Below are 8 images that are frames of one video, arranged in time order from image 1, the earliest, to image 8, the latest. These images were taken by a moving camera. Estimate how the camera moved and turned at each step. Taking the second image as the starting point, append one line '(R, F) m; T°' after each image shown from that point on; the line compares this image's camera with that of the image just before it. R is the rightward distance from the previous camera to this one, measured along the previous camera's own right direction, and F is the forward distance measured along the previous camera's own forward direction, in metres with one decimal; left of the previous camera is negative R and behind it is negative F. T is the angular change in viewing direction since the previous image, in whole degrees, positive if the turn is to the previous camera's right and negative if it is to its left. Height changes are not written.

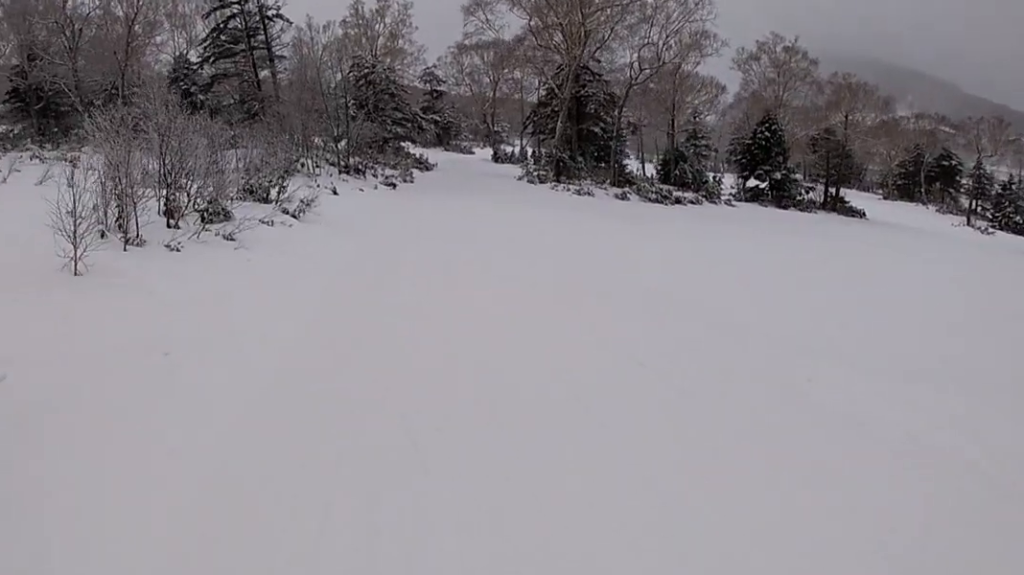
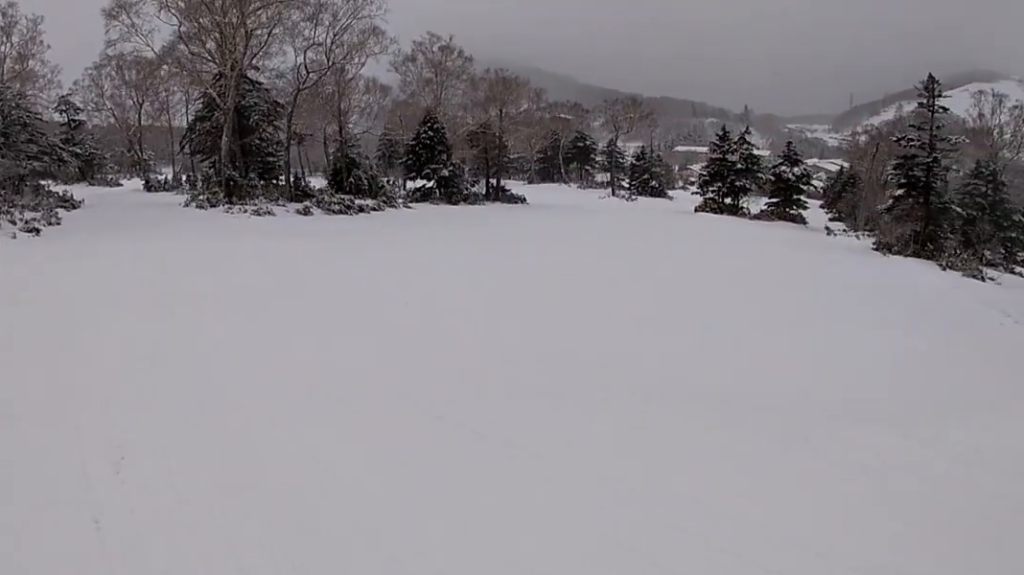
(+2.1, +5.6) m; +28°
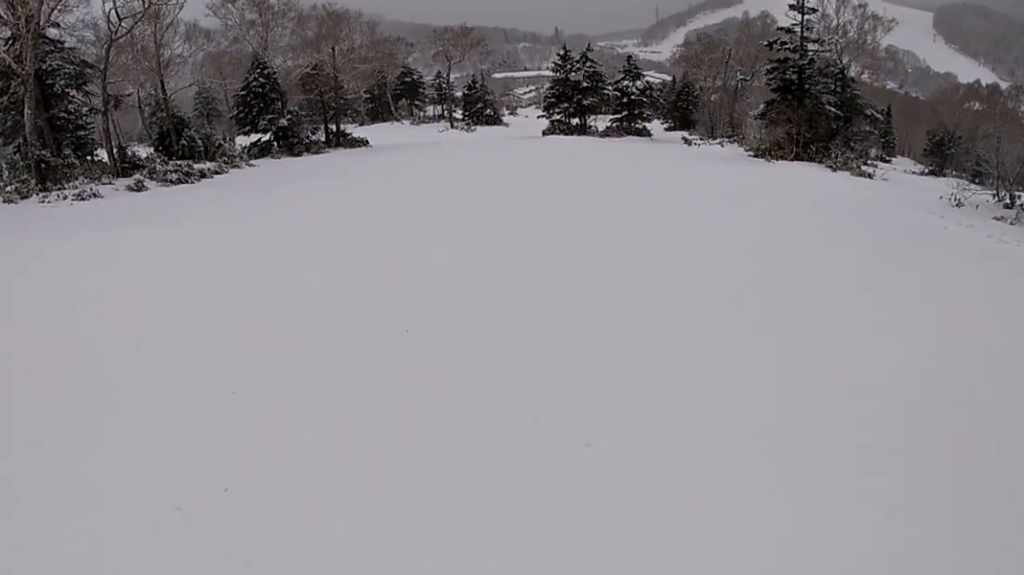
(+0.5, +6.6) m; +8°
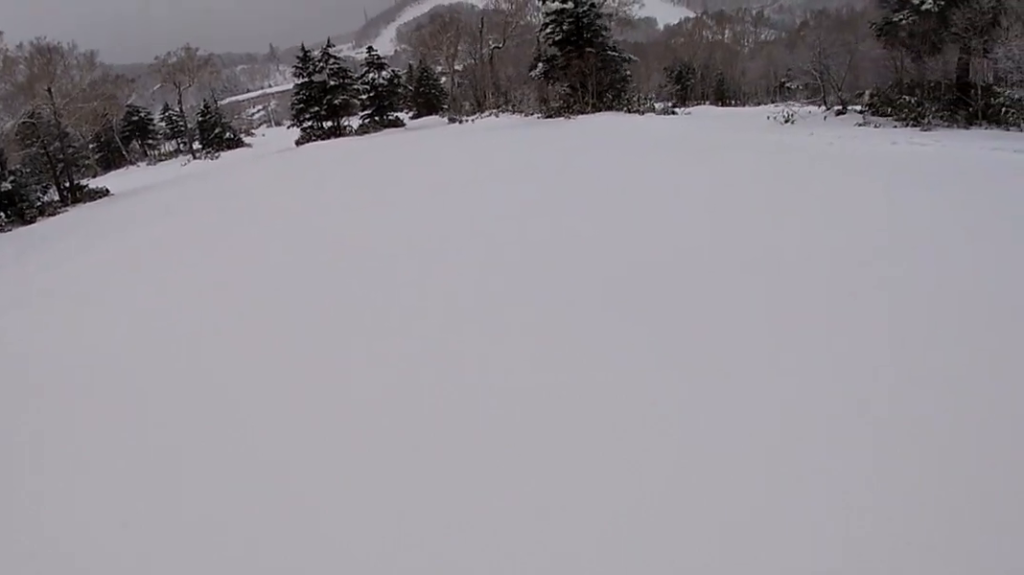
(+1.0, +7.1) m; +28°
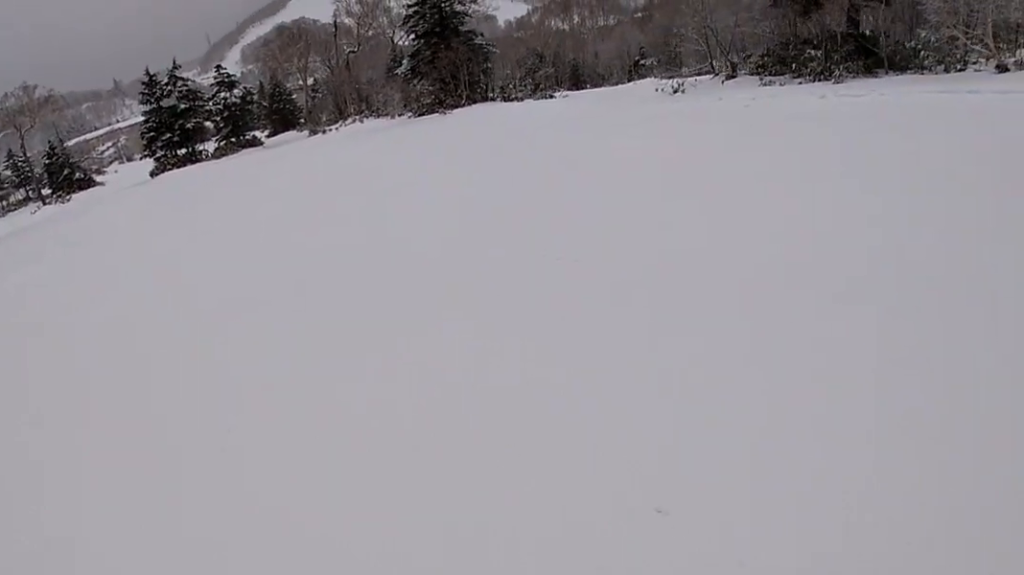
(+1.1, +3.0) m; +6°
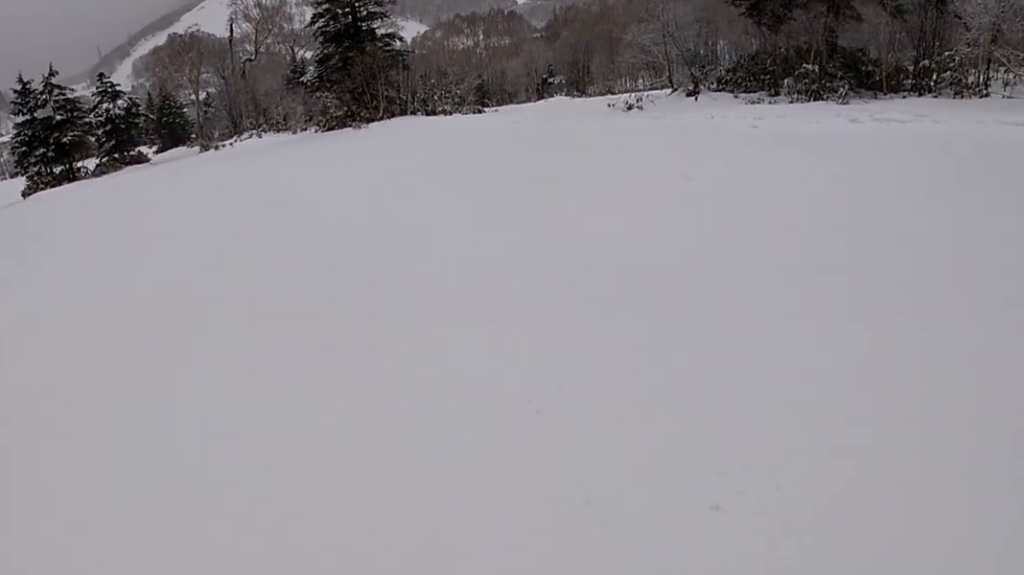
(+0.5, +4.8) m; -4°
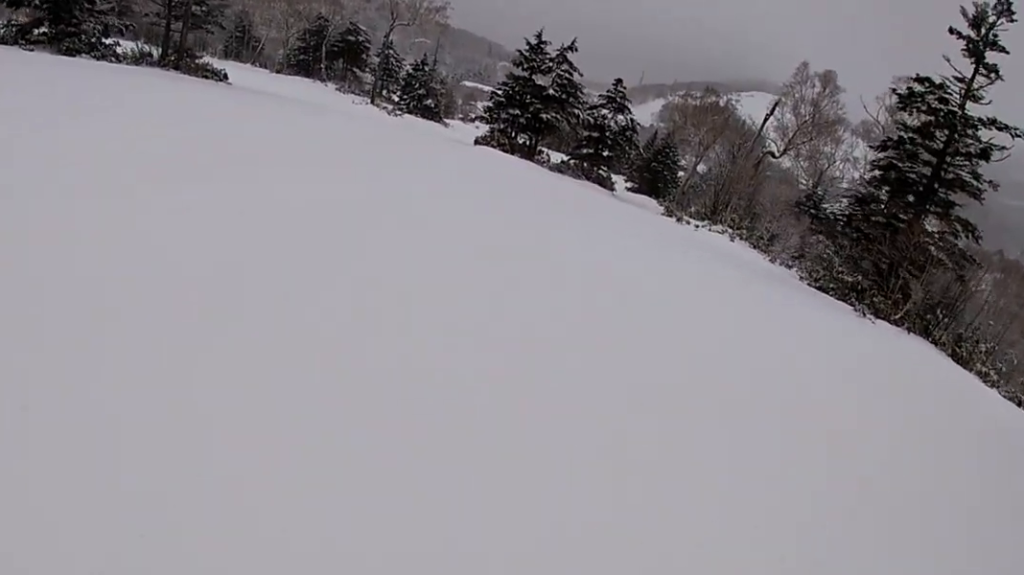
(-1.9, +6.9) m; -27°
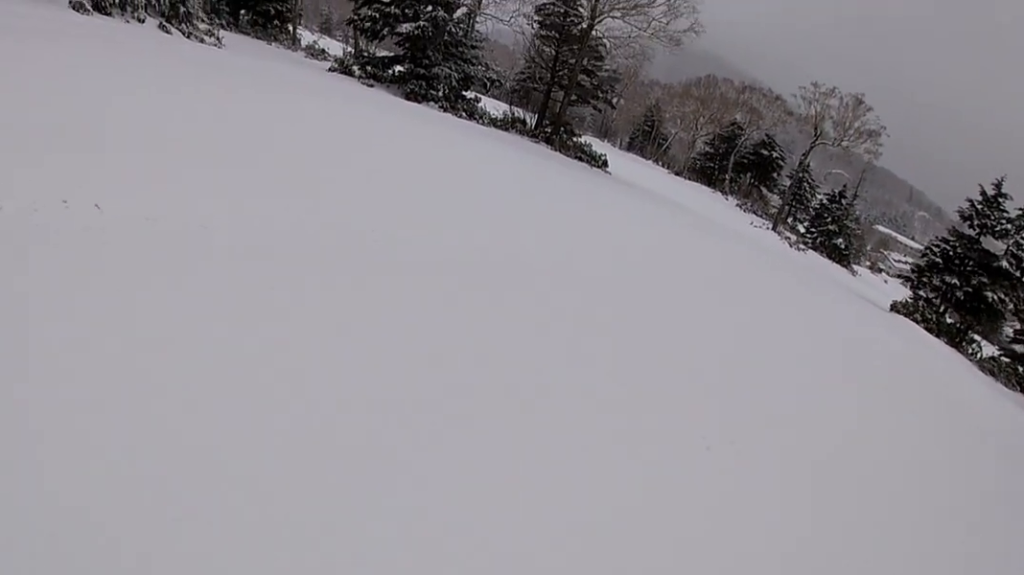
(-1.0, +6.5) m; -31°
